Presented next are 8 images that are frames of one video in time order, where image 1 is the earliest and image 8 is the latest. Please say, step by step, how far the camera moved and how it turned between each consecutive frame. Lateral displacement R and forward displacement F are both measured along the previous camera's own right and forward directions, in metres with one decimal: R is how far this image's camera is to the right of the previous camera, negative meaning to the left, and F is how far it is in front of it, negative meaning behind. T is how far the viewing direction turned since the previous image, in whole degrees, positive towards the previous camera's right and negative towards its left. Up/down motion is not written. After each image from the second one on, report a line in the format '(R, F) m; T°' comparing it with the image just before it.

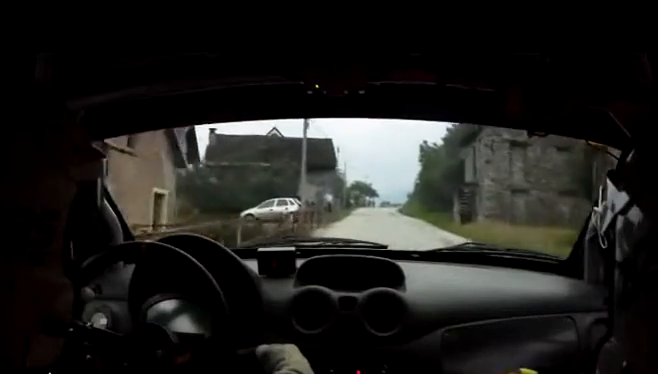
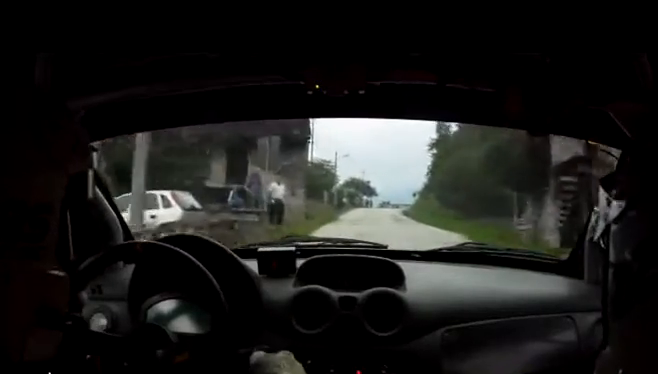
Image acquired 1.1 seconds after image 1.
(-0.3, +19.3) m; -5°
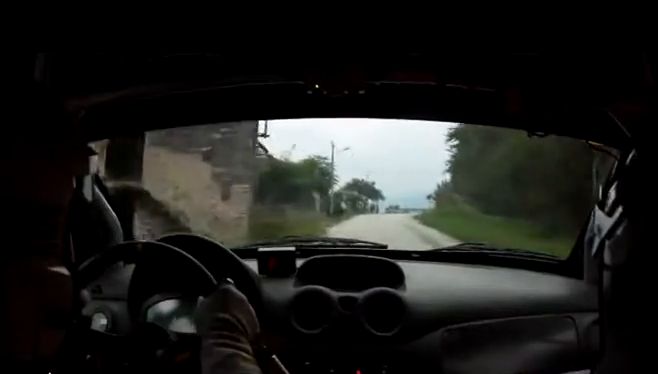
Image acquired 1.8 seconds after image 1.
(-0.2, +13.5) m; -3°
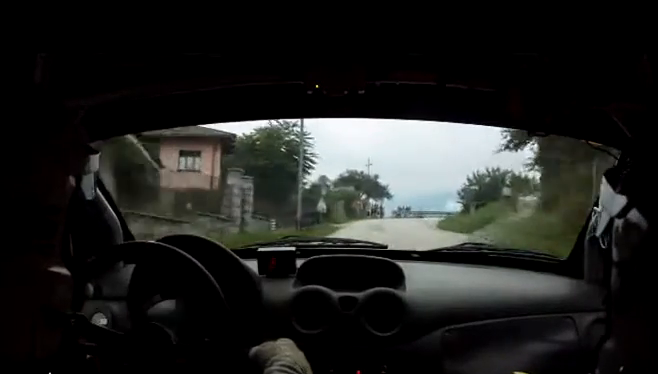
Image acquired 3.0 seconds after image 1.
(-0.2, +24.5) m; +10°
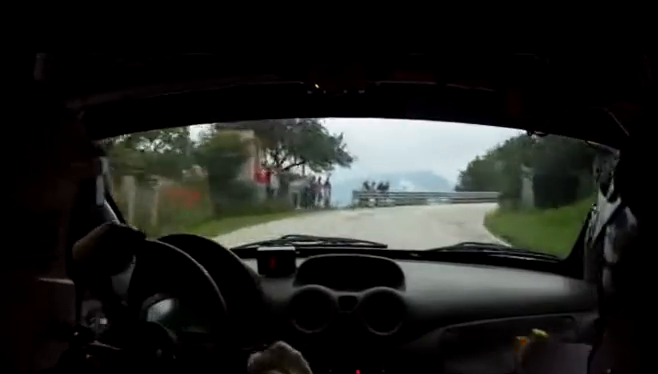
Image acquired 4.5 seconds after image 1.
(+6.3, +32.2) m; +13°
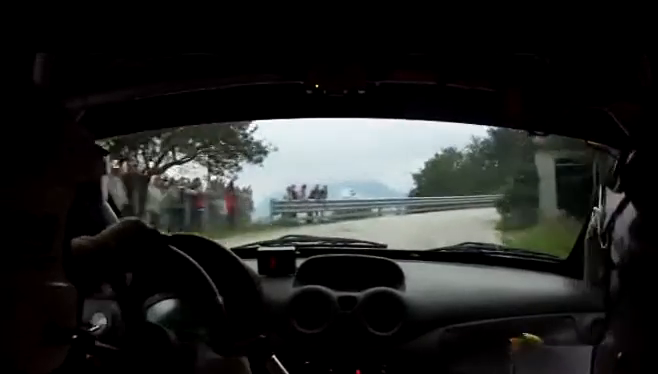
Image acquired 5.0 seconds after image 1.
(+0.1, +10.9) m; +2°
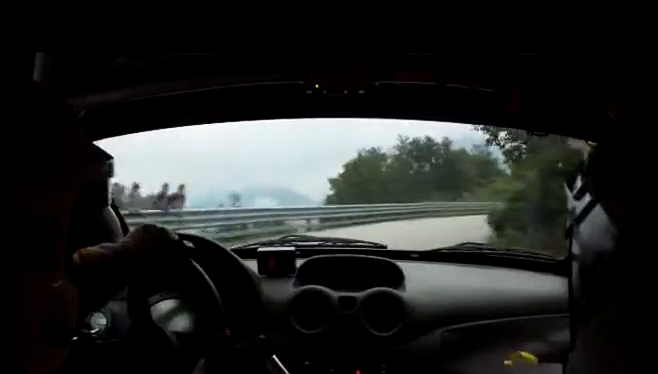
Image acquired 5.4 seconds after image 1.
(-0.3, +9.9) m; +2°
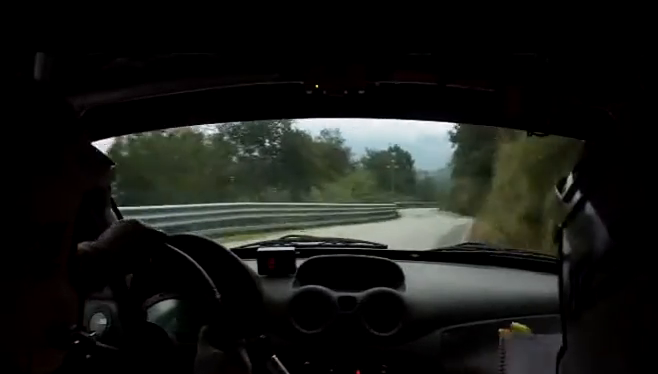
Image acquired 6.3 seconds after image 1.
(+1.1, +17.8) m; +9°
